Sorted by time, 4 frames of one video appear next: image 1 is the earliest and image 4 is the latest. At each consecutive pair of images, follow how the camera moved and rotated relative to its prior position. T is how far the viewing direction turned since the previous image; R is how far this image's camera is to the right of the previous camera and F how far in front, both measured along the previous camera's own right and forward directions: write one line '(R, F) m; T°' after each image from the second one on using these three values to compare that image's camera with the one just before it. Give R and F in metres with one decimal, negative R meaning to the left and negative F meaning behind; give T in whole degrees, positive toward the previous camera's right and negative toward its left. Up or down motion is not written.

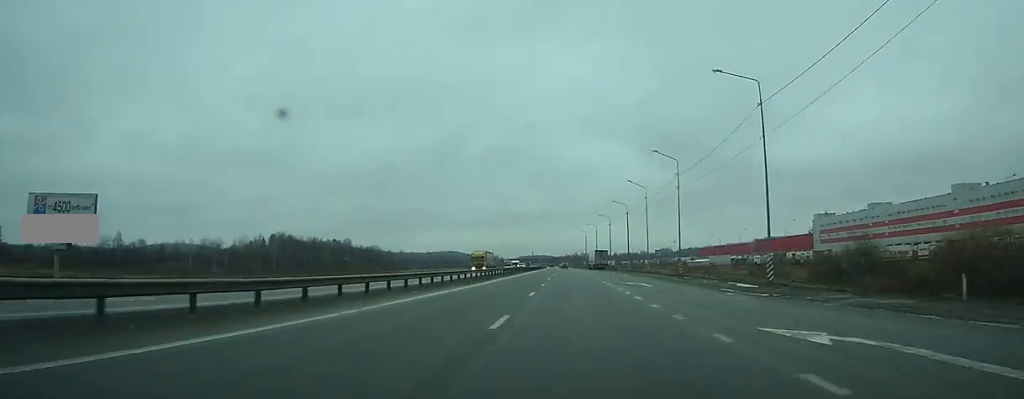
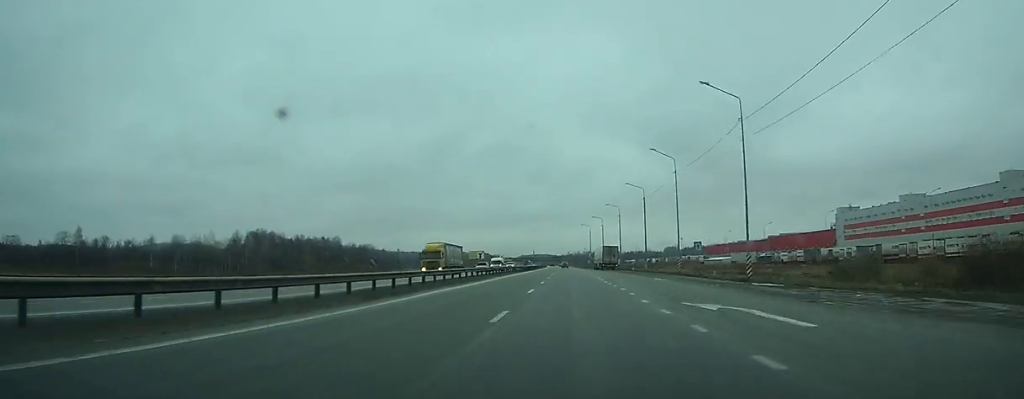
(-0.1, +22.2) m; 0°
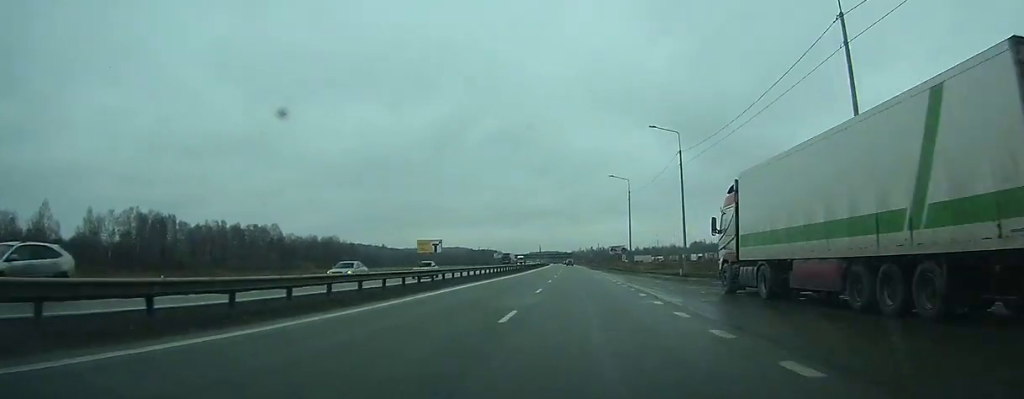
(-0.8, +91.9) m; -1°
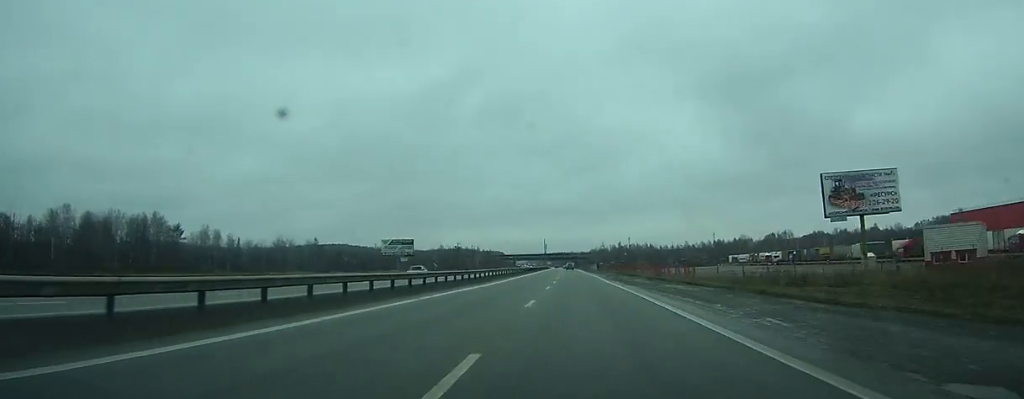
(-4.7, +201.6) m; -2°
